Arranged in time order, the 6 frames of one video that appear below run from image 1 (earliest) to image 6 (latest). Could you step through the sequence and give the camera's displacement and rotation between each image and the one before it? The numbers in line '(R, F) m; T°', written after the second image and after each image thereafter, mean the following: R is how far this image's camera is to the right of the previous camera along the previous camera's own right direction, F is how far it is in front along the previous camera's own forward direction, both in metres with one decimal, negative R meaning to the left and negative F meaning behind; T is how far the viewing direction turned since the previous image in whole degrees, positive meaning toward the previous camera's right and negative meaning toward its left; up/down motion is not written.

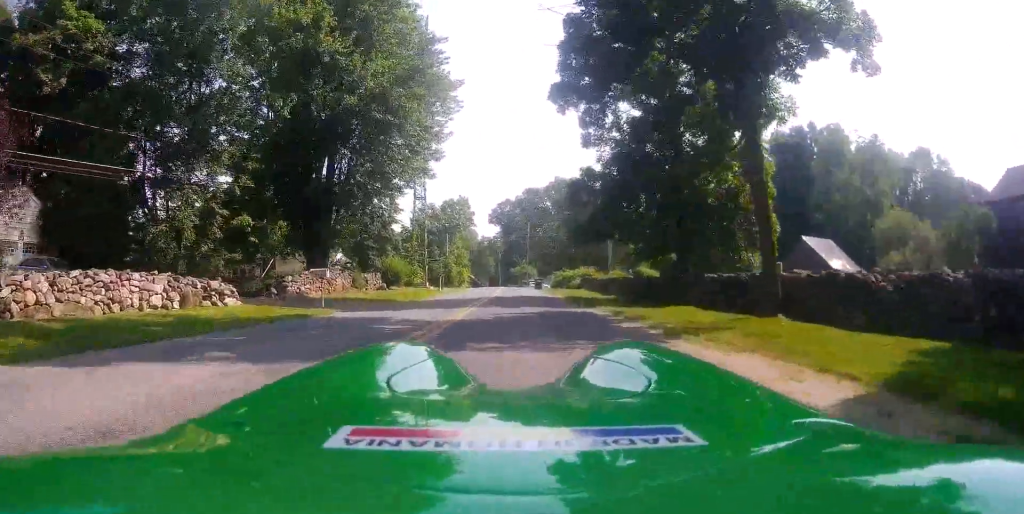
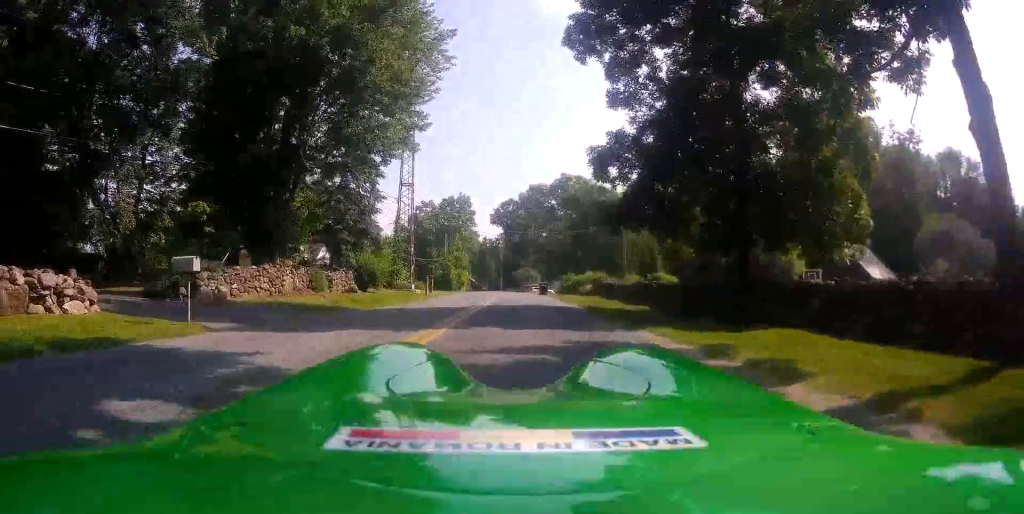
(+0.3, +6.7) m; +2°
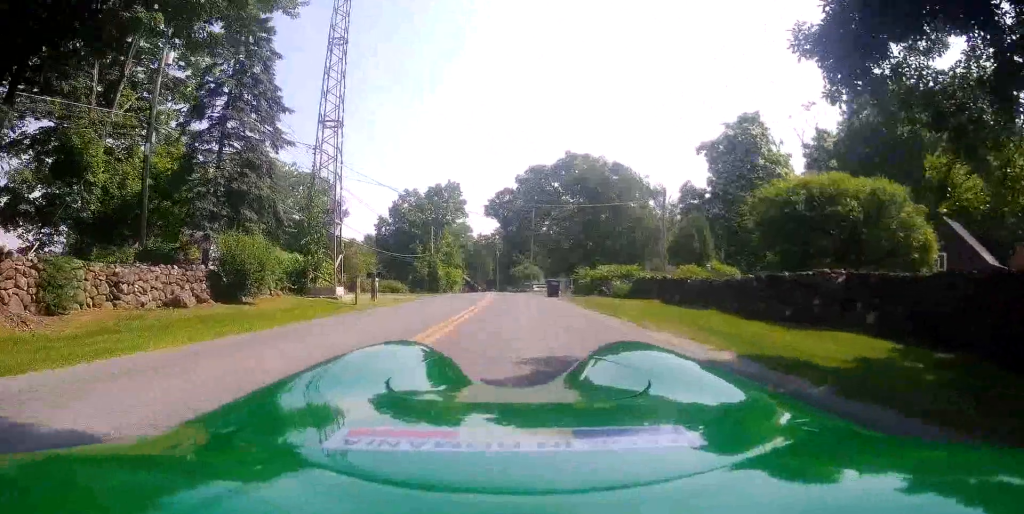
(-0.5, +15.4) m; -4°
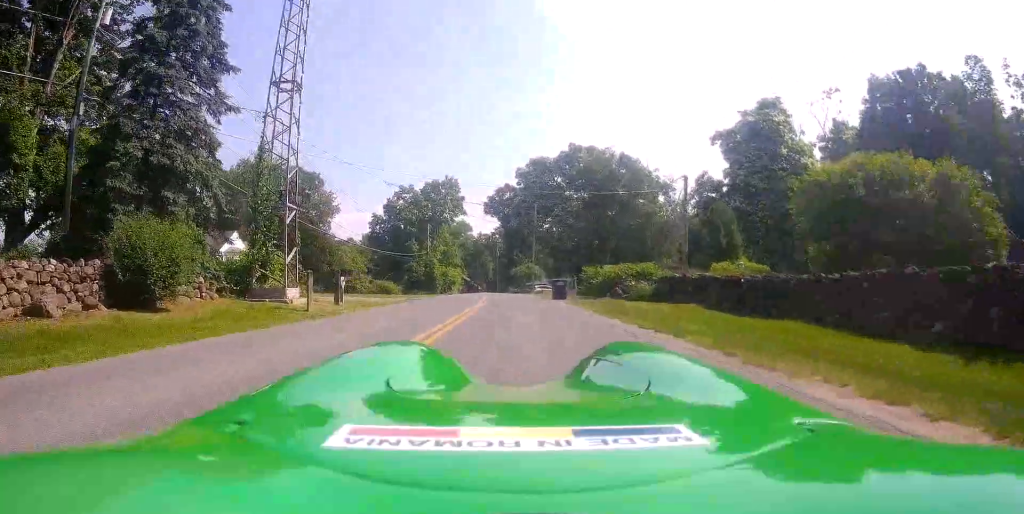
(0.0, +5.0) m; +1°
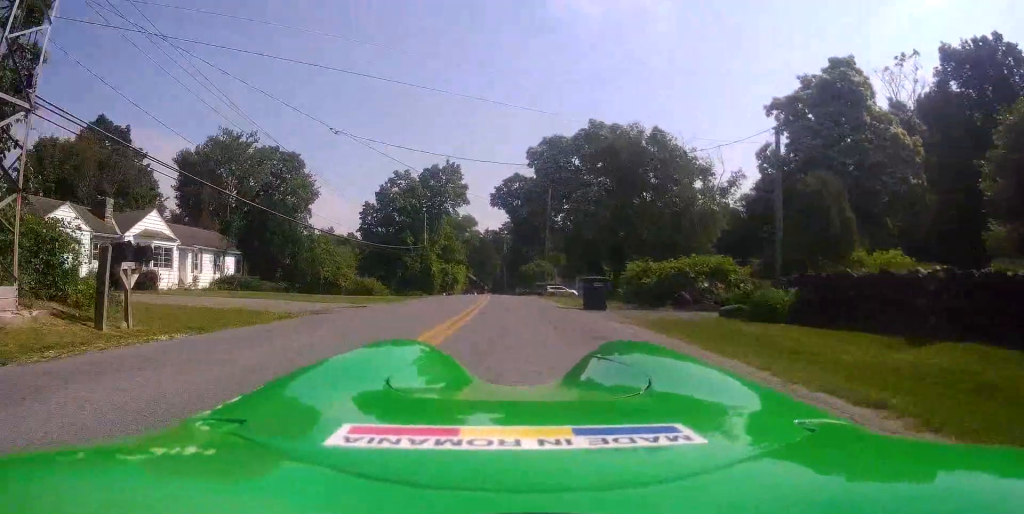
(+0.3, +12.1) m; -1°
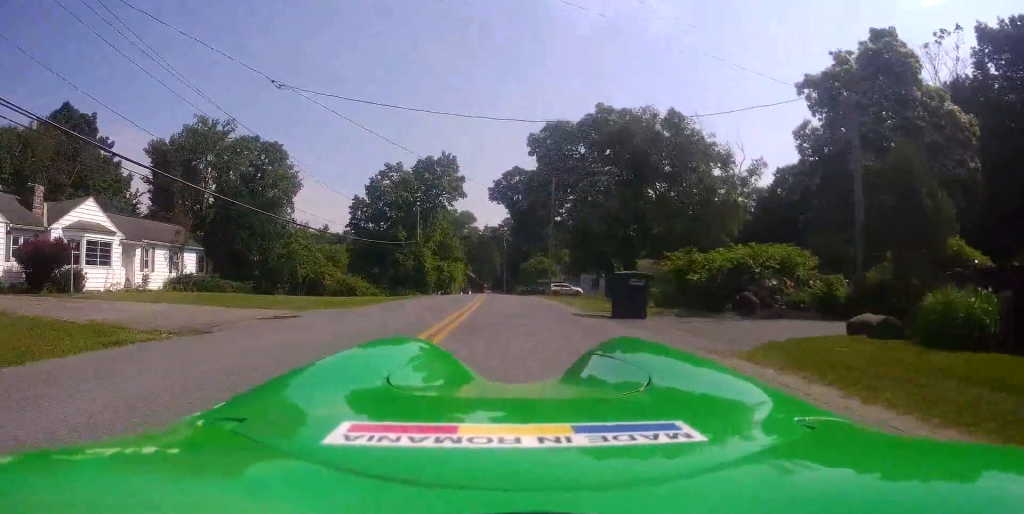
(-0.1, +6.1) m; -7°
